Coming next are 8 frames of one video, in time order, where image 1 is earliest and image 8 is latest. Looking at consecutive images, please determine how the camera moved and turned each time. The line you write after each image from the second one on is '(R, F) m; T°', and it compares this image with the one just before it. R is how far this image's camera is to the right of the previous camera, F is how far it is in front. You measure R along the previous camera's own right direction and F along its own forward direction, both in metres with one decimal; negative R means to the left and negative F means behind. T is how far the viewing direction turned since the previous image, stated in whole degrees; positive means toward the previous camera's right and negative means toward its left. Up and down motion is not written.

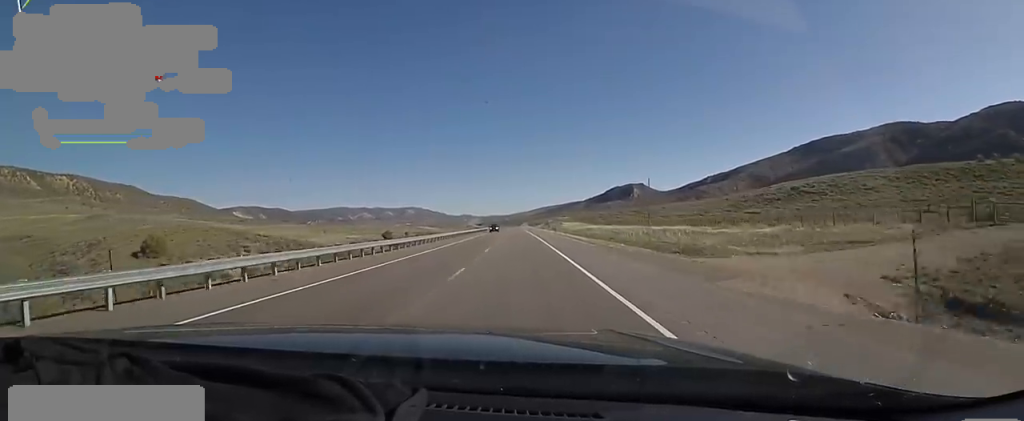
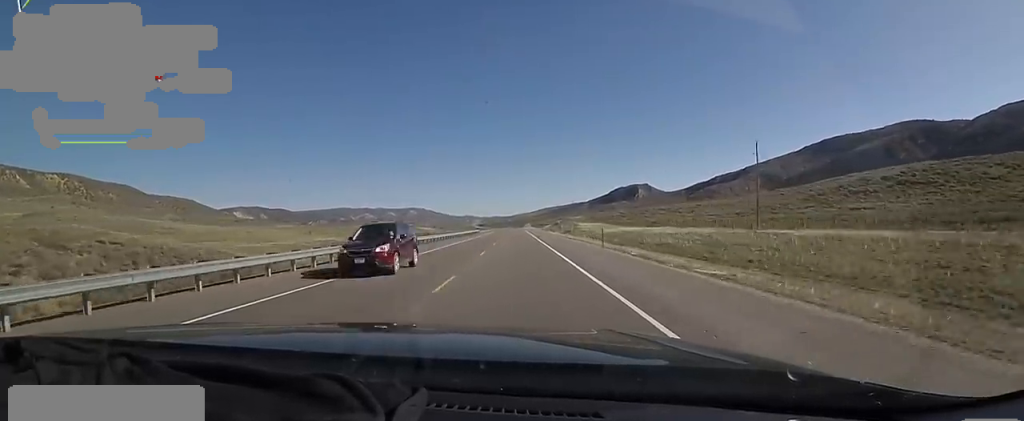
(+0.4, +38.7) m; 0°
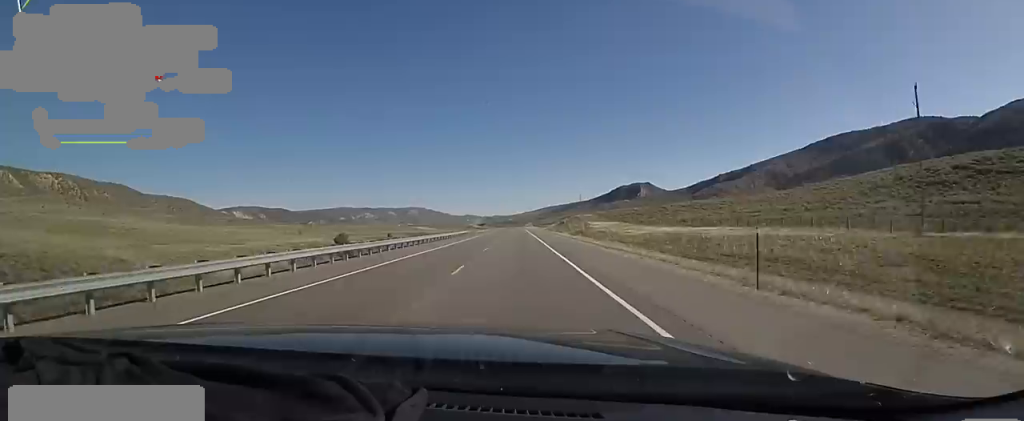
(-0.3, +20.7) m; -1°
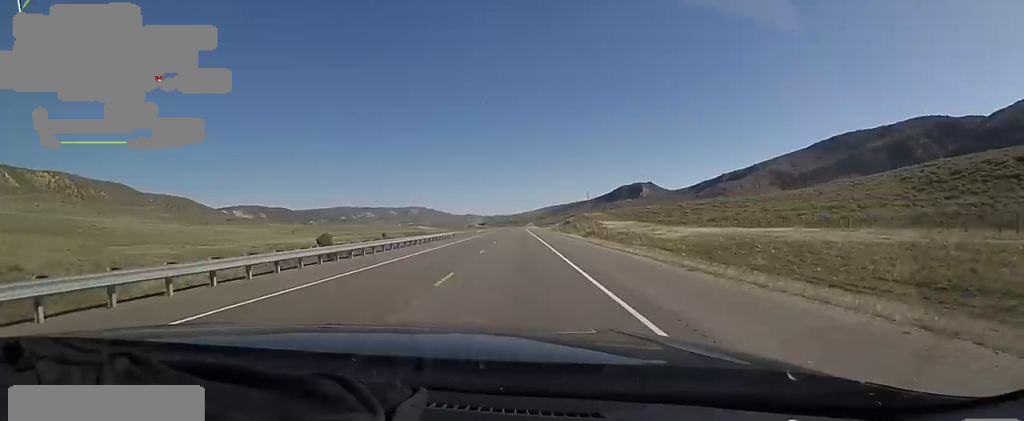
(-0.3, +14.5) m; -1°
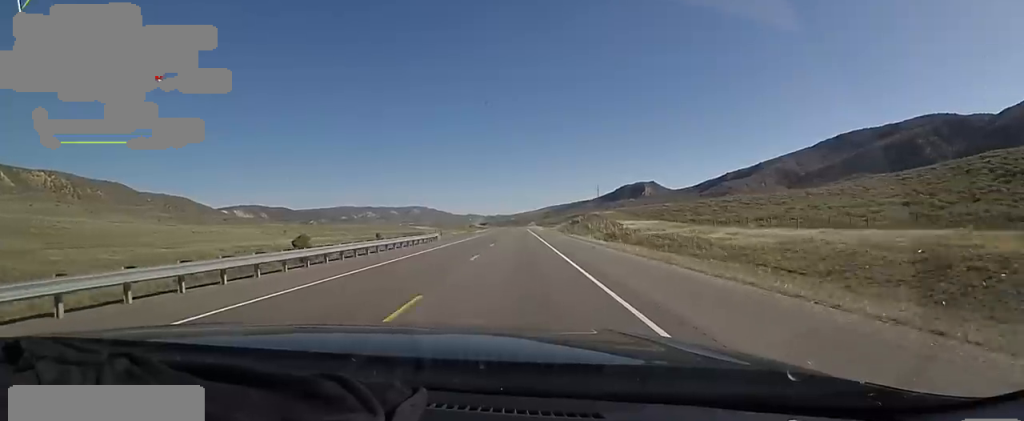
(-0.1, +16.5) m; +1°
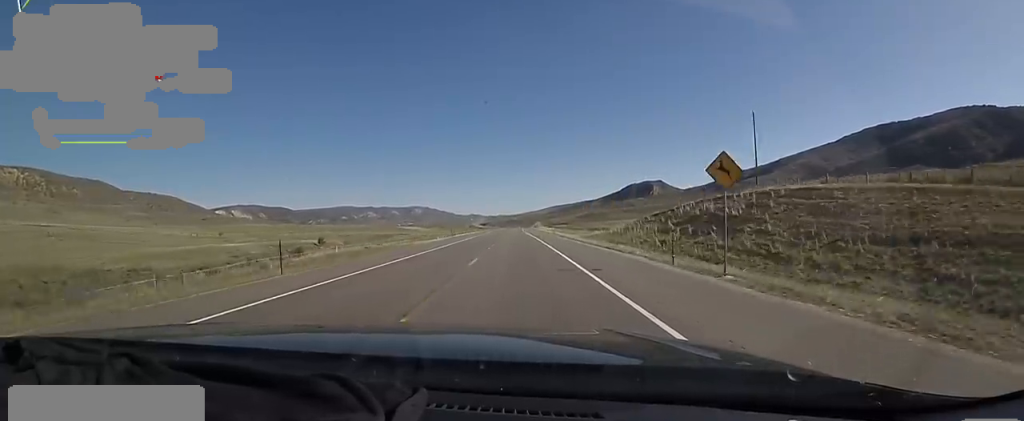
(+0.9, +86.1) m; -1°
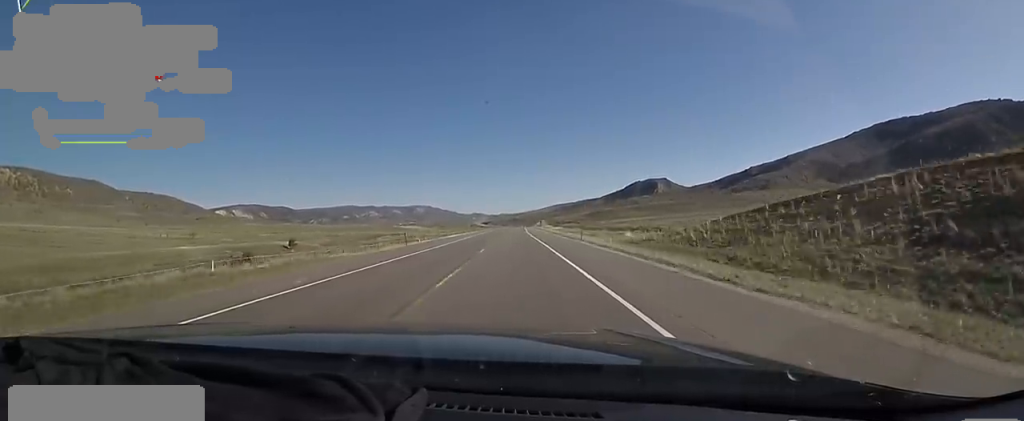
(0.0, +29.6) m; 0°
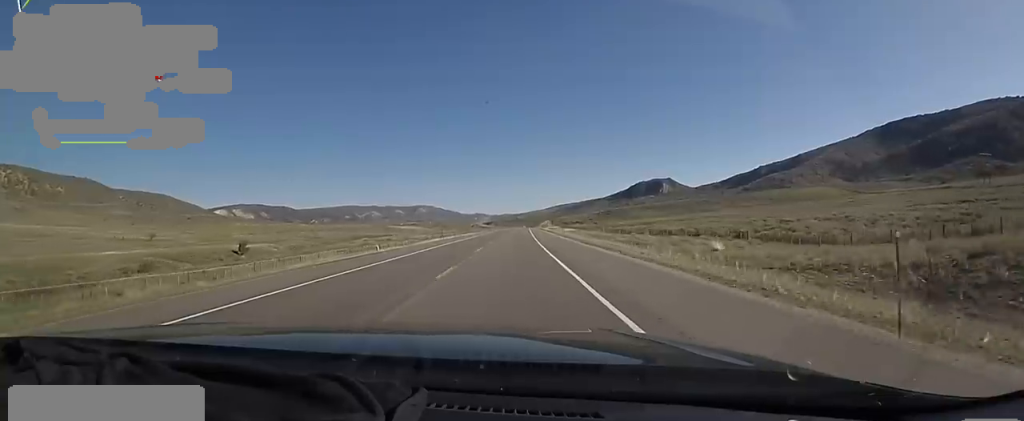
(+0.1, +35.1) m; 0°
